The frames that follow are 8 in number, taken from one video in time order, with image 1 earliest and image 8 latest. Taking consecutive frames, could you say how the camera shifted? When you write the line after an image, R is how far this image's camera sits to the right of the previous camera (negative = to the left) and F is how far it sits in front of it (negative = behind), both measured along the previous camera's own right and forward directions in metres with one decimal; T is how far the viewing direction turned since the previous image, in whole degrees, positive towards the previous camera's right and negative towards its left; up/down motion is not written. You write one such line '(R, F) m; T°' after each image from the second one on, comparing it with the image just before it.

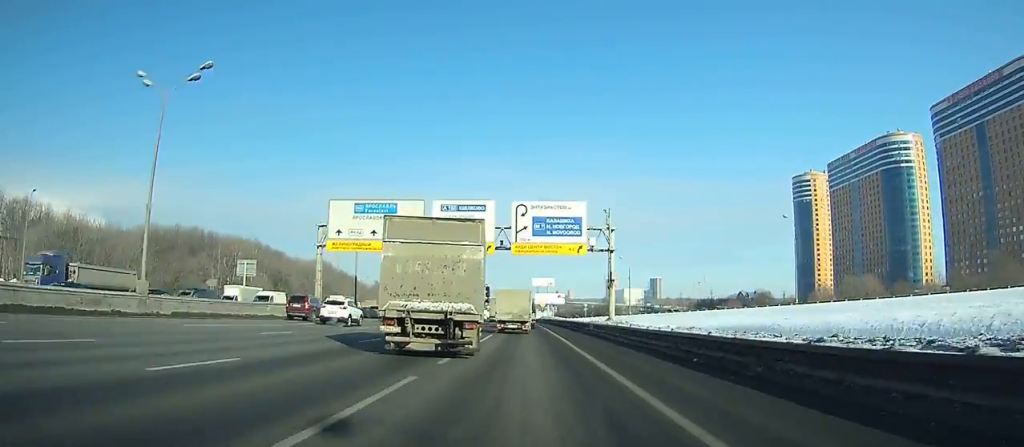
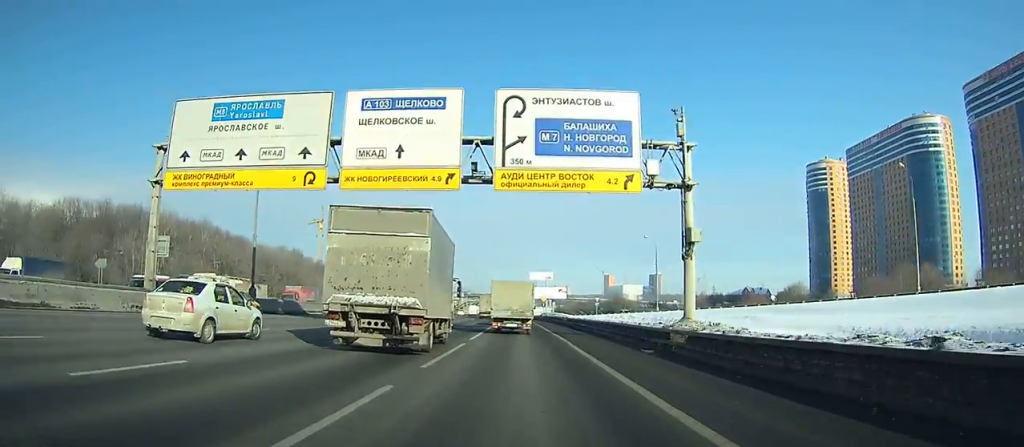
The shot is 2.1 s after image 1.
(-0.2, +23.2) m; -1°
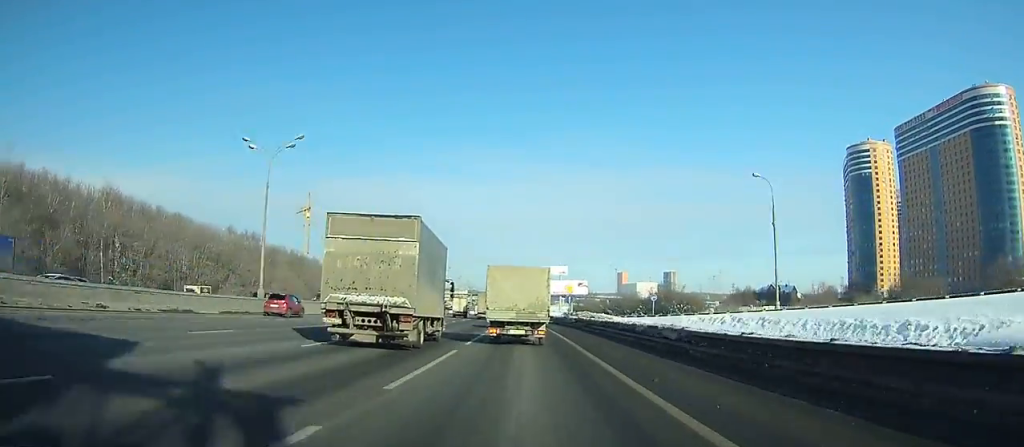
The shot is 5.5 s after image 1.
(-0.2, +34.9) m; -1°
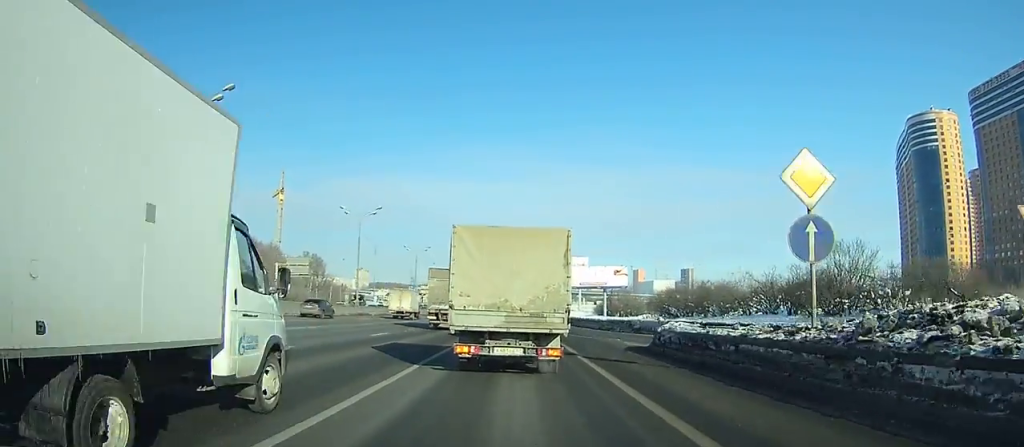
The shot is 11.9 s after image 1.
(-0.8, +49.4) m; -1°
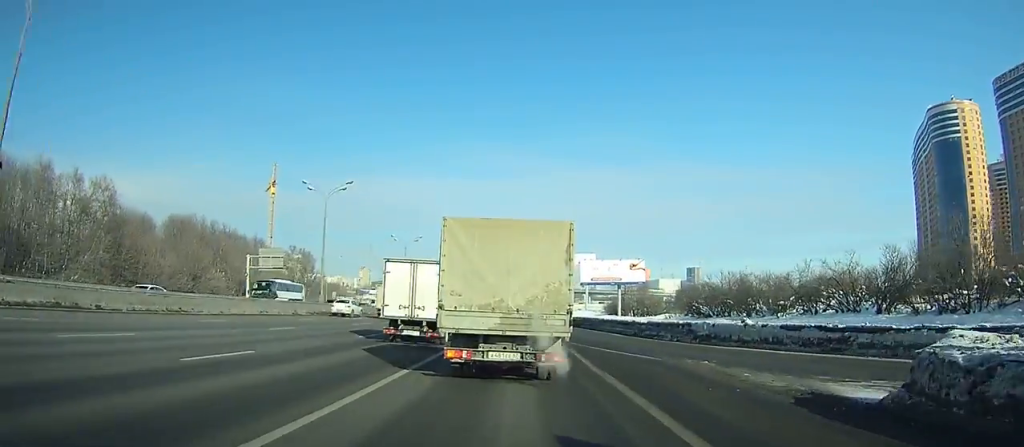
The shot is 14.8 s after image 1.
(0.0, +15.8) m; 0°
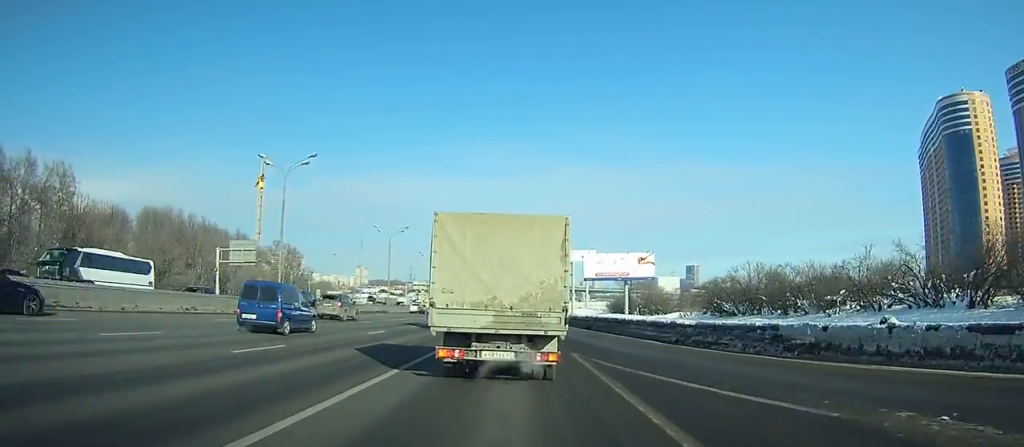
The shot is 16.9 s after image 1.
(0.0, +10.1) m; 0°
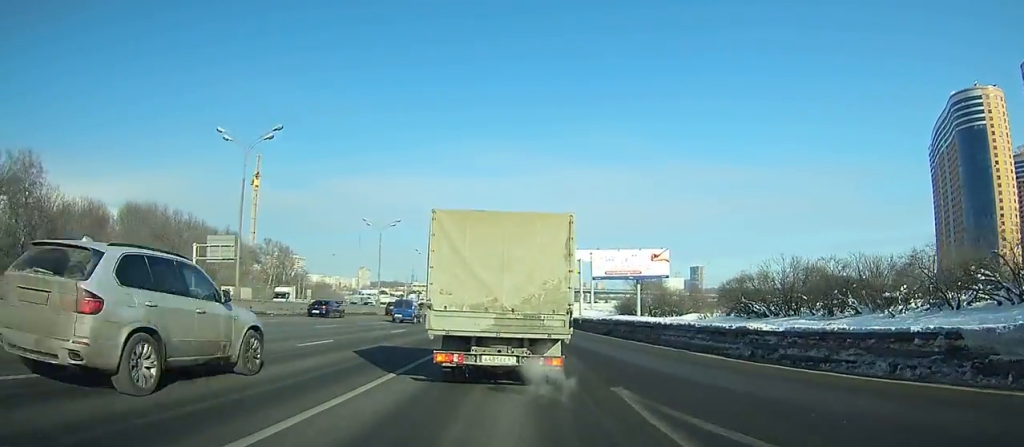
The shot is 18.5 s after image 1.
(0.0, +7.3) m; -1°
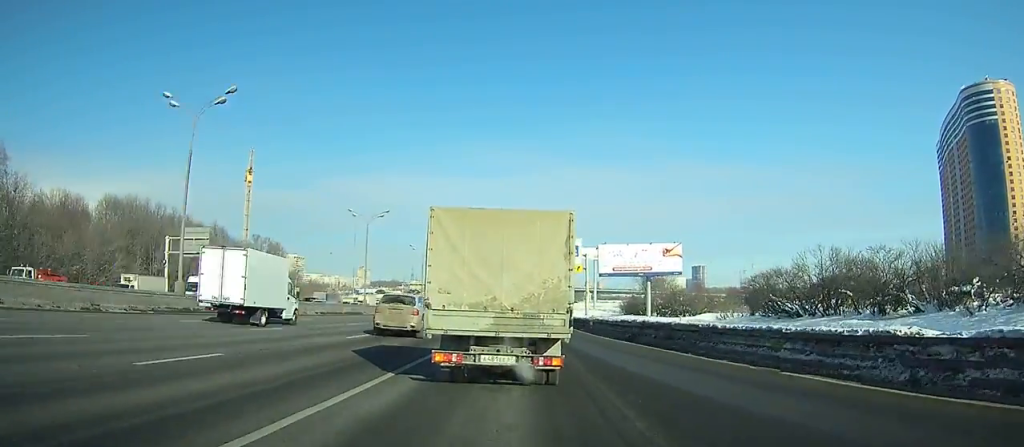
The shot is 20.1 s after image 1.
(0.0, +7.4) m; 0°
